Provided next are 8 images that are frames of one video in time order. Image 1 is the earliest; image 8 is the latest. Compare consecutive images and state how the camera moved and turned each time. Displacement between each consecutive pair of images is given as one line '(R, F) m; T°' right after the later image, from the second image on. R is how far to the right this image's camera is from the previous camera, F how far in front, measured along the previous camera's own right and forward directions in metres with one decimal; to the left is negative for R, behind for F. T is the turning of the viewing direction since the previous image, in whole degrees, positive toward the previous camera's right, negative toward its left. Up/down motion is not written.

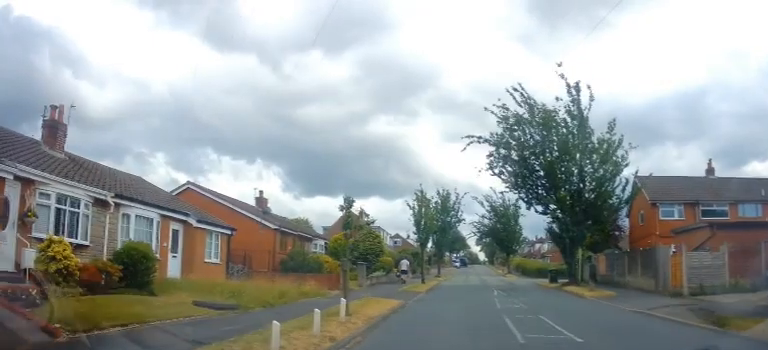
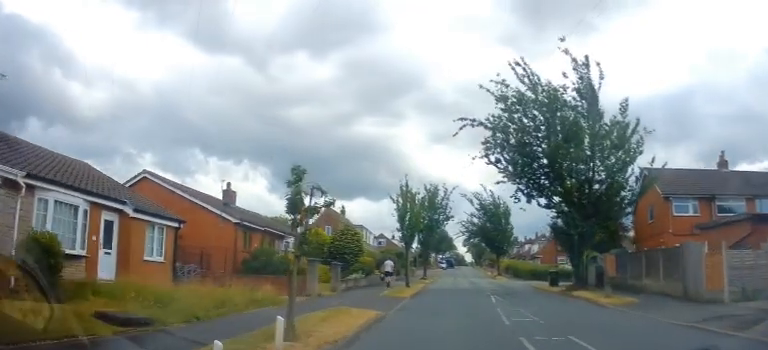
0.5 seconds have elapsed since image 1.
(0.0, +3.7) m; +1°
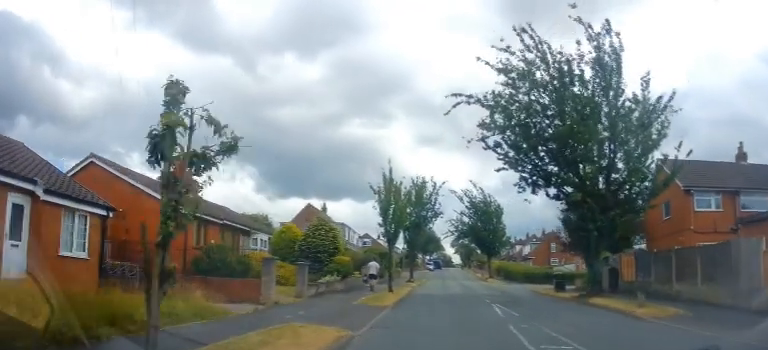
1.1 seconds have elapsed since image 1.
(0.0, +3.8) m; +1°
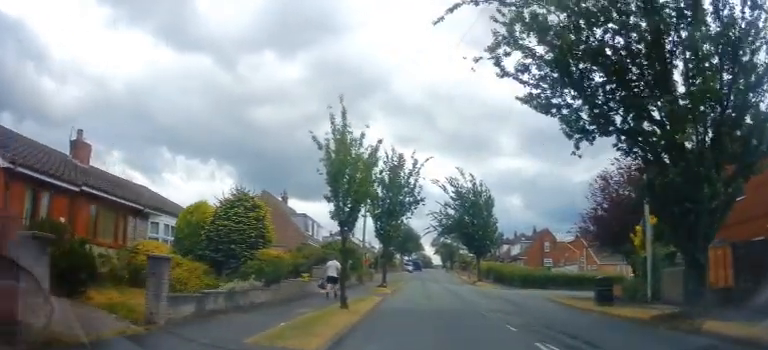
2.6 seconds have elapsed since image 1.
(+0.2, +8.5) m; 0°
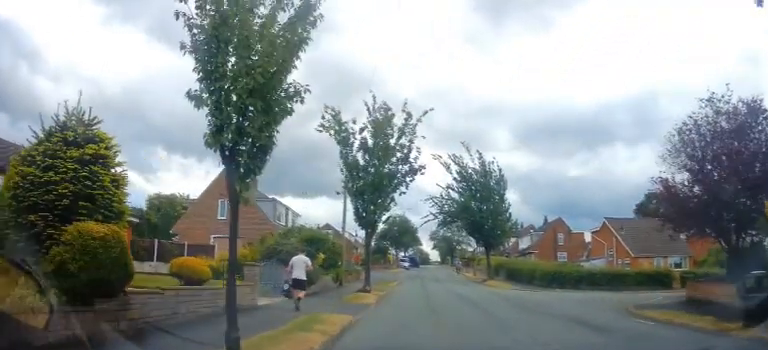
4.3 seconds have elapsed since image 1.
(0.0, +8.6) m; +3°
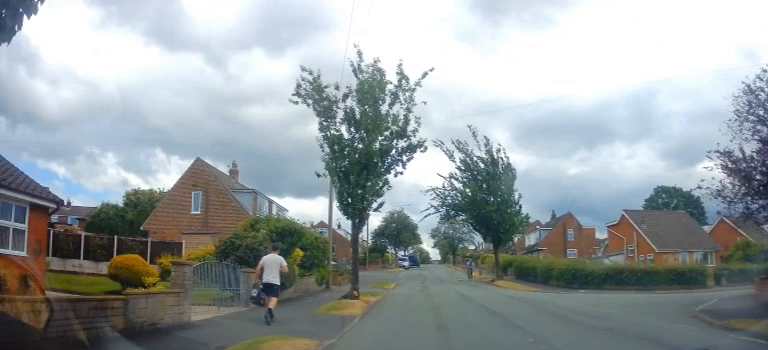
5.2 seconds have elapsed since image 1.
(+0.2, +4.4) m; +2°
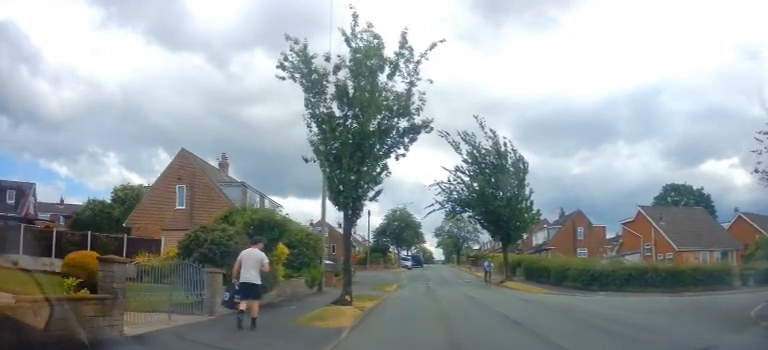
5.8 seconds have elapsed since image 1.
(+0.1, +2.5) m; -2°
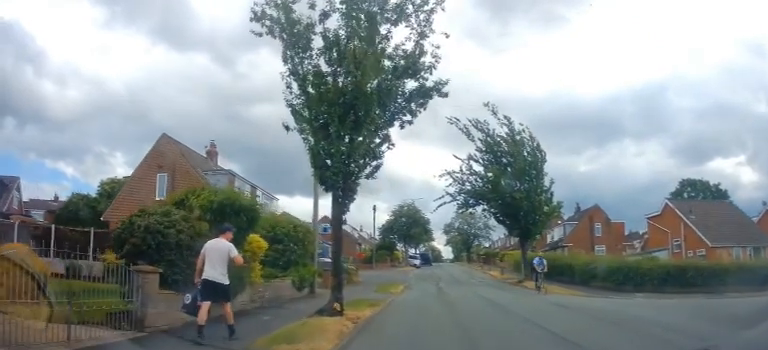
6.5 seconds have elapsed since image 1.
(-0.2, +3.4) m; 0°
